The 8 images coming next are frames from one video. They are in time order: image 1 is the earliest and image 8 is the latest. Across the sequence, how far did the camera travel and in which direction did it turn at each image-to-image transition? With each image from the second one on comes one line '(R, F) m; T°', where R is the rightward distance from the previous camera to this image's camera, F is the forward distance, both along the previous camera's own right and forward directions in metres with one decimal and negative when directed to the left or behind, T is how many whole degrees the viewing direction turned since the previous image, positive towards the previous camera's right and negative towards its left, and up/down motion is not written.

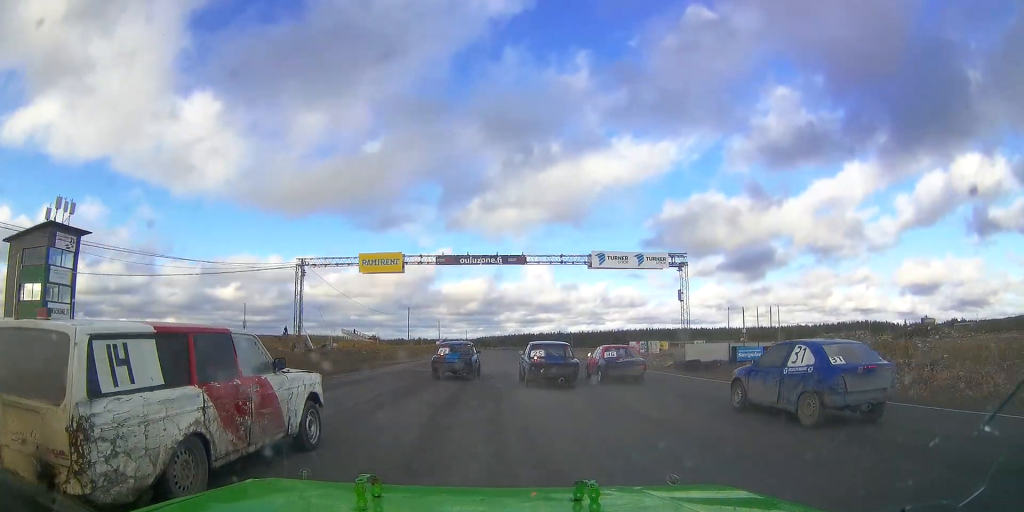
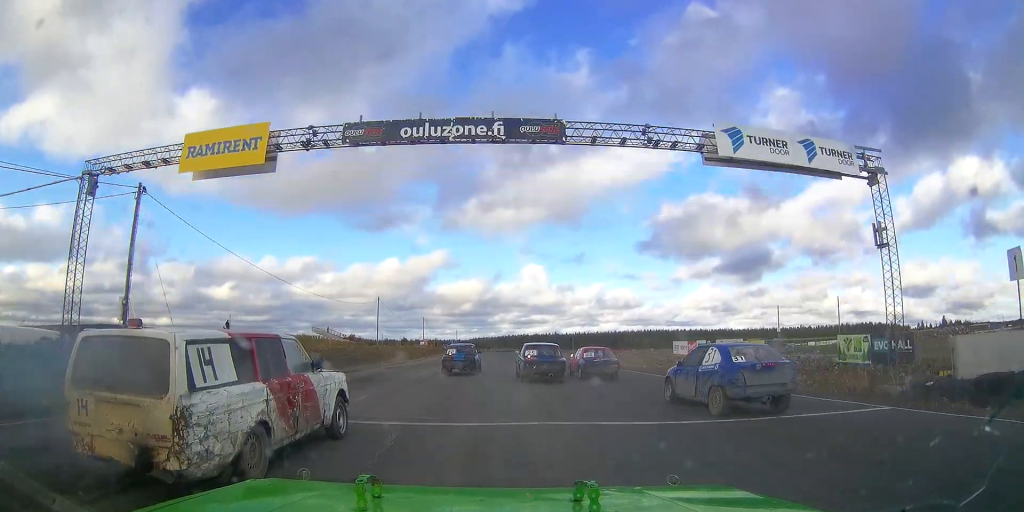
(0.0, +21.3) m; +1°
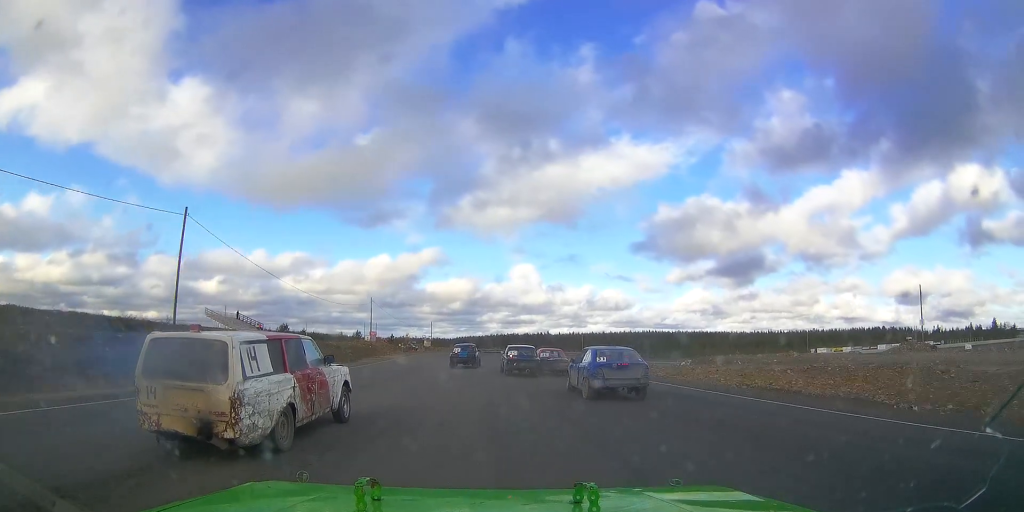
(+0.7, +48.2) m; +1°
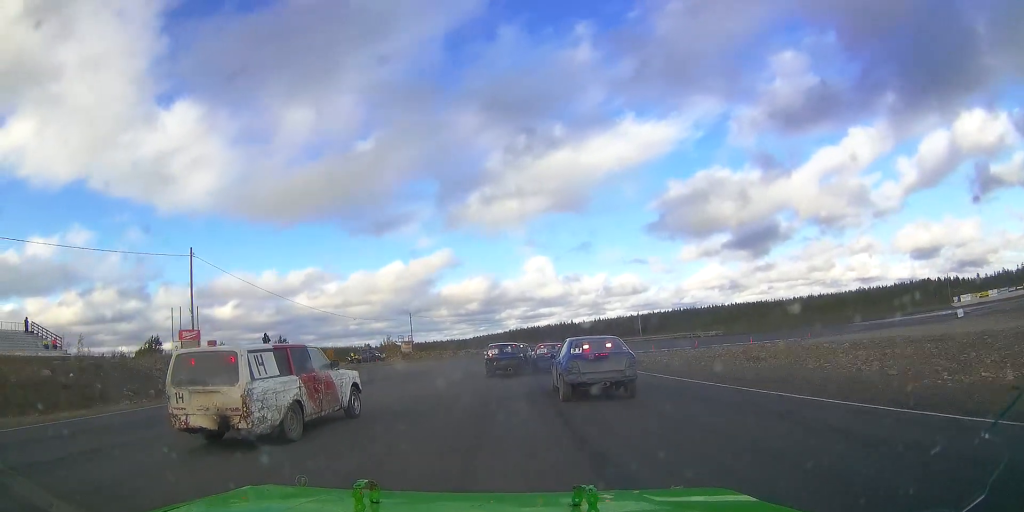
(-0.7, +49.2) m; -1°
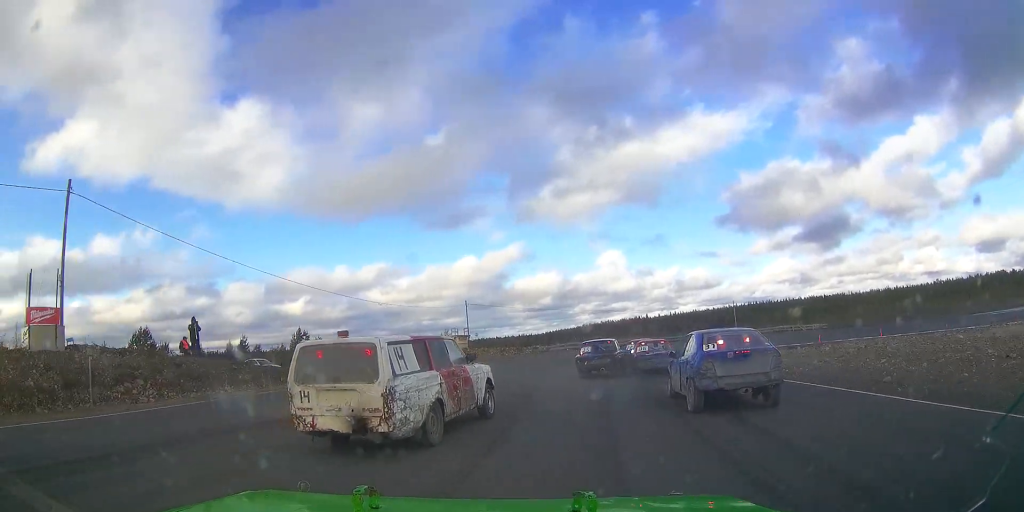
(-0.2, +14.4) m; +2°
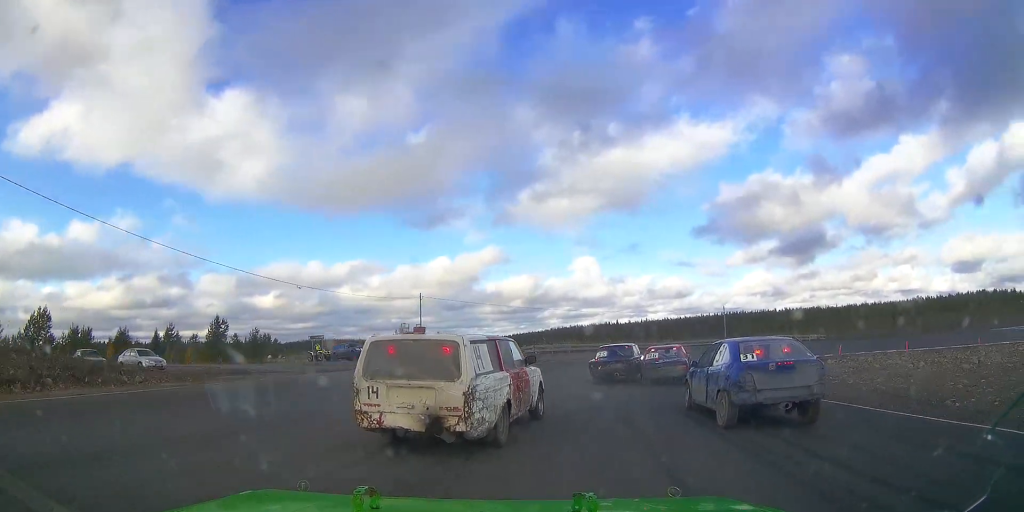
(+0.2, +9.0) m; +6°
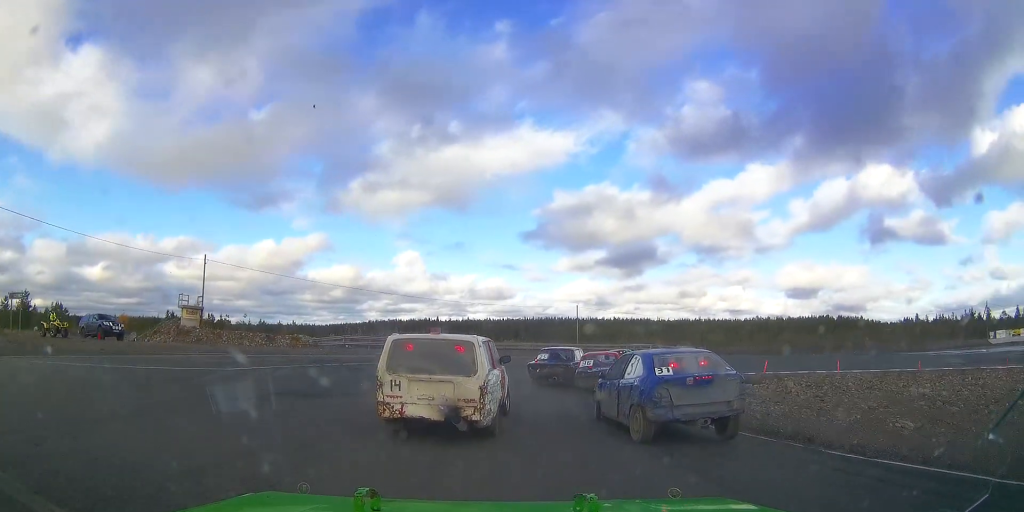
(+0.8, +13.2) m; +14°
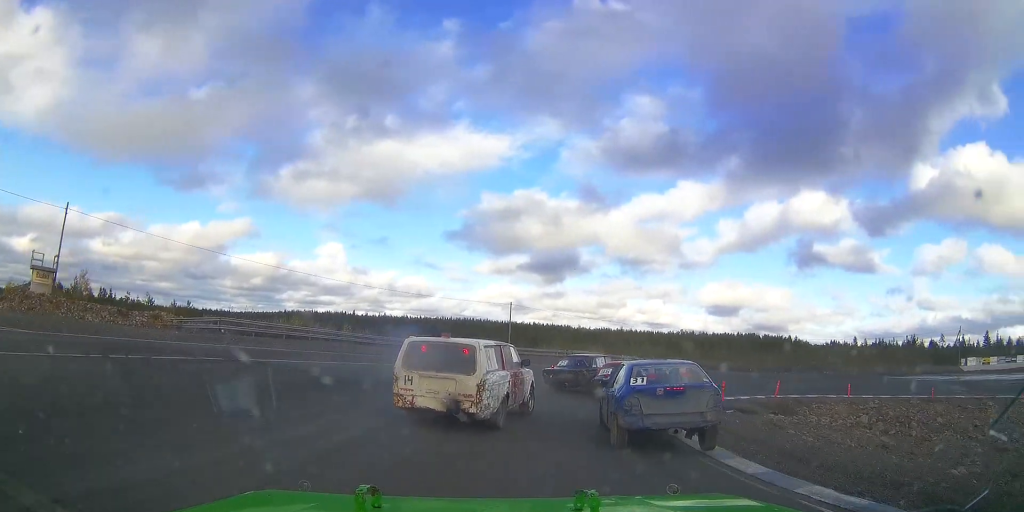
(+1.1, +10.1) m; +17°
